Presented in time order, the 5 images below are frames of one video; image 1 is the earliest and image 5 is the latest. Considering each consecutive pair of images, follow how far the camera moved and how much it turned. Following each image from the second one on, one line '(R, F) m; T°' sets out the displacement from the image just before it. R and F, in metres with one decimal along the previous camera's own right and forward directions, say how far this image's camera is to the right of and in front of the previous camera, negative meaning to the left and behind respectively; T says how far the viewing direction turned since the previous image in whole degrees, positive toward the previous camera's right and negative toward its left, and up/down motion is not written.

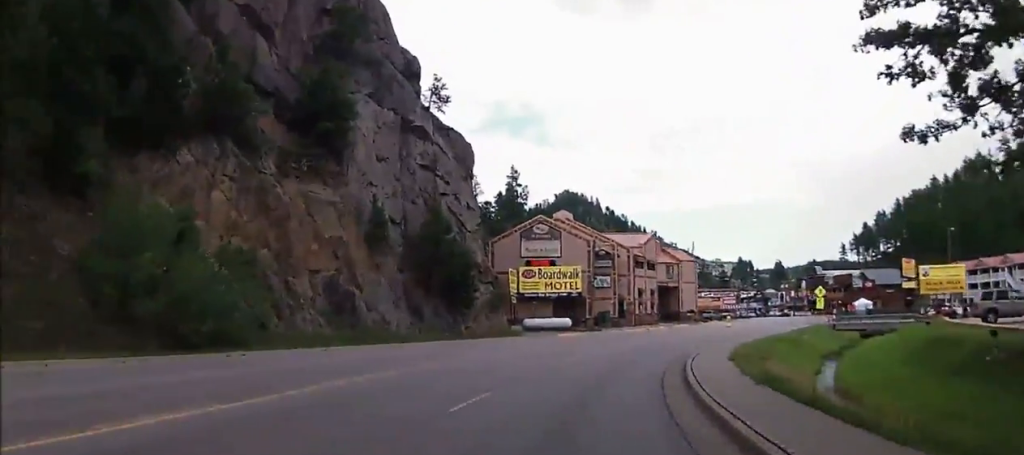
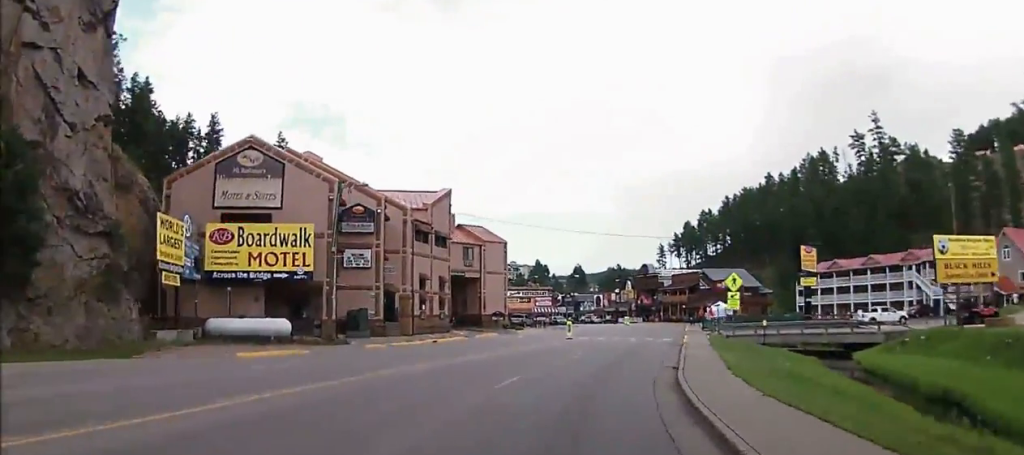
(+5.0, +31.7) m; +19°
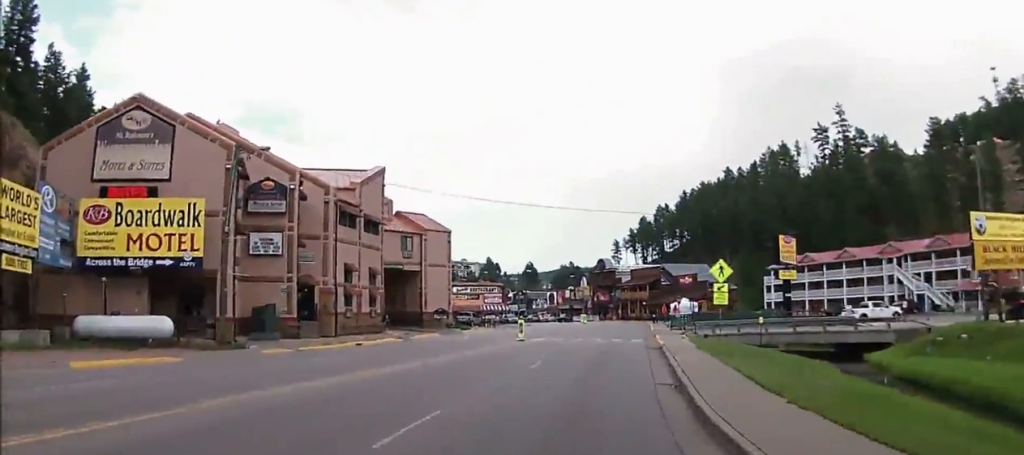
(+0.2, +7.4) m; +5°
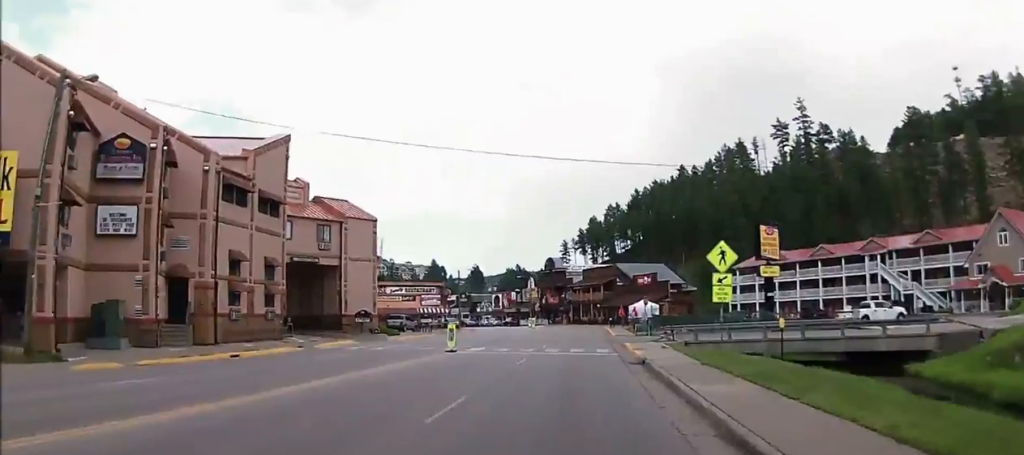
(+0.7, +9.8) m; +7°
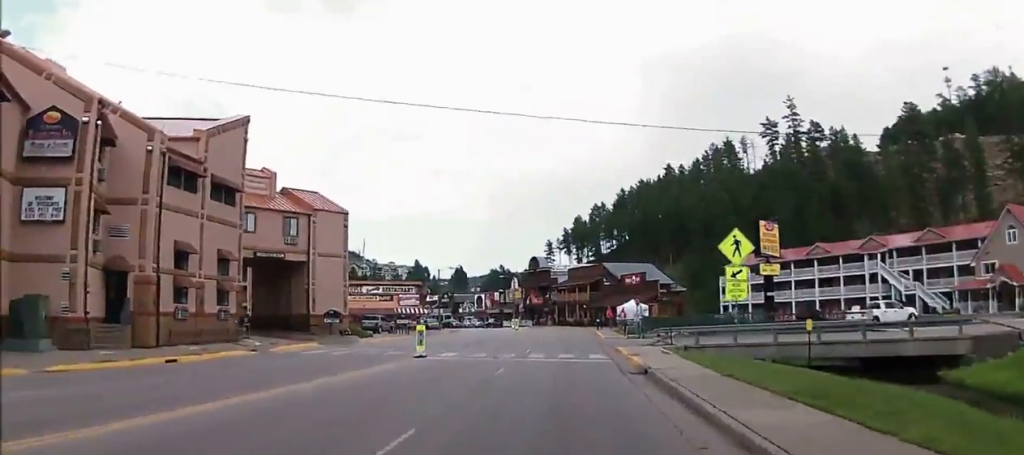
(+0.2, +4.0) m; +2°
